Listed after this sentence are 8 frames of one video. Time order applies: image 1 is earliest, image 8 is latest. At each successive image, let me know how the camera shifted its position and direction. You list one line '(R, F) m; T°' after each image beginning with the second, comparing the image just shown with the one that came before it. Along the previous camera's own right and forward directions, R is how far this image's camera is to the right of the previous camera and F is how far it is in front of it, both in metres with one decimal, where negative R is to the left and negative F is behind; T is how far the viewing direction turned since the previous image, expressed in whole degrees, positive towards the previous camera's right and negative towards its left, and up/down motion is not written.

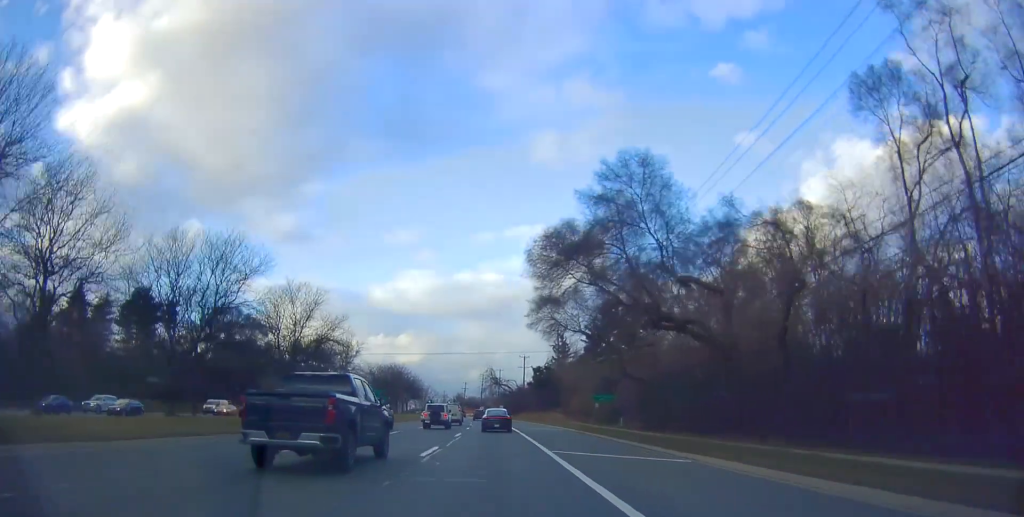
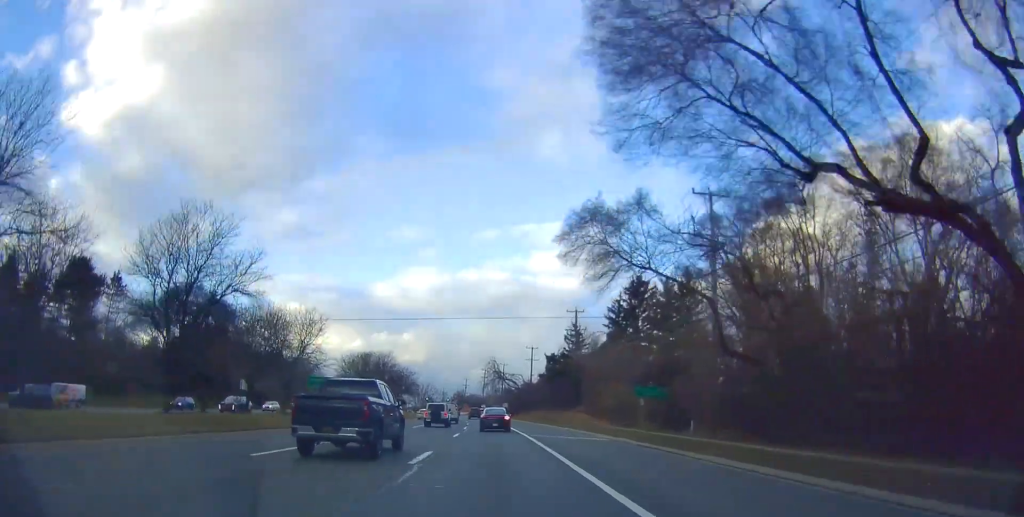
(+0.6, +17.8) m; +1°
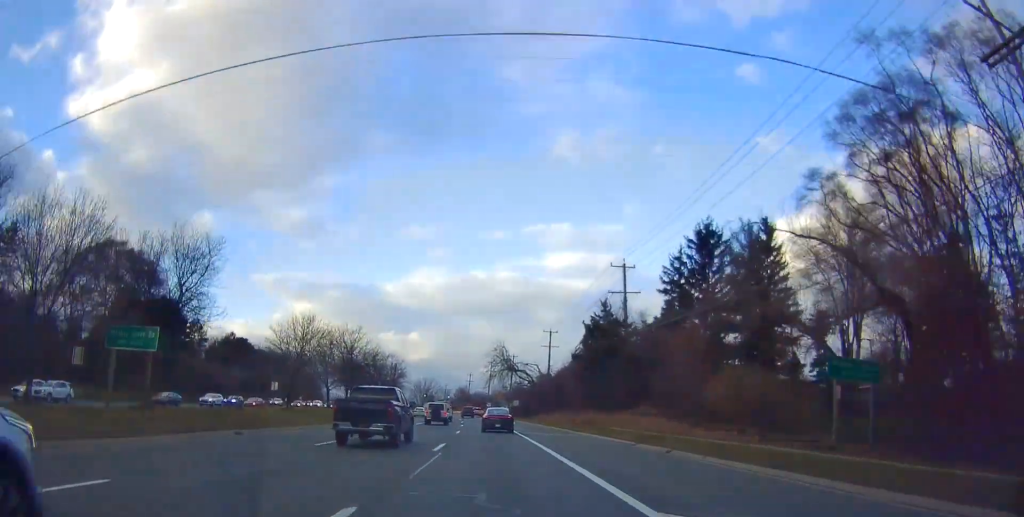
(-0.4, +25.7) m; -2°
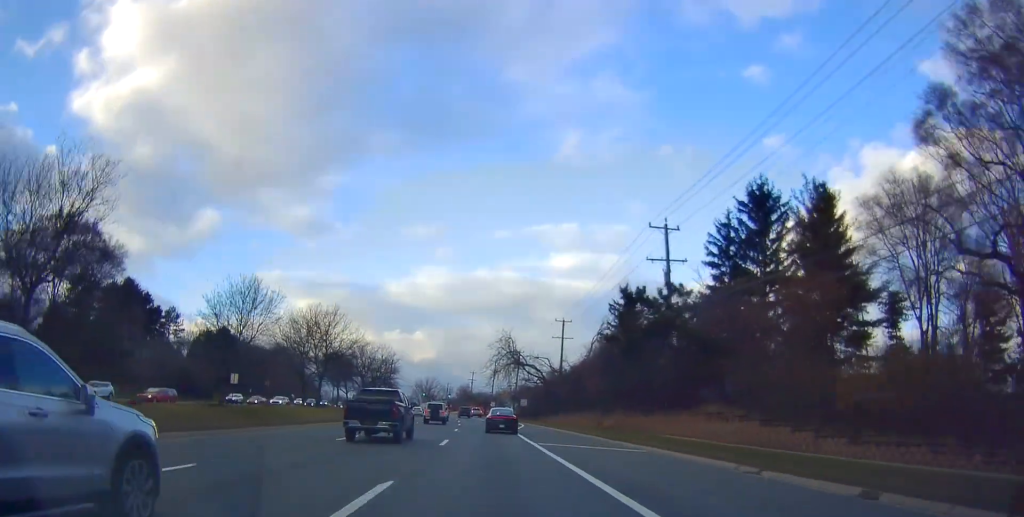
(-0.2, +12.5) m; -1°
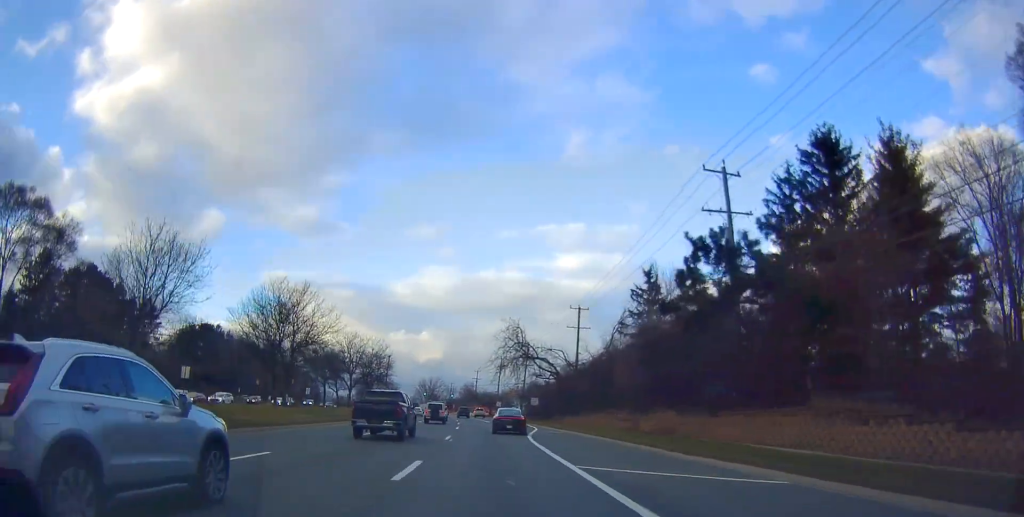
(-0.1, +11.0) m; -1°
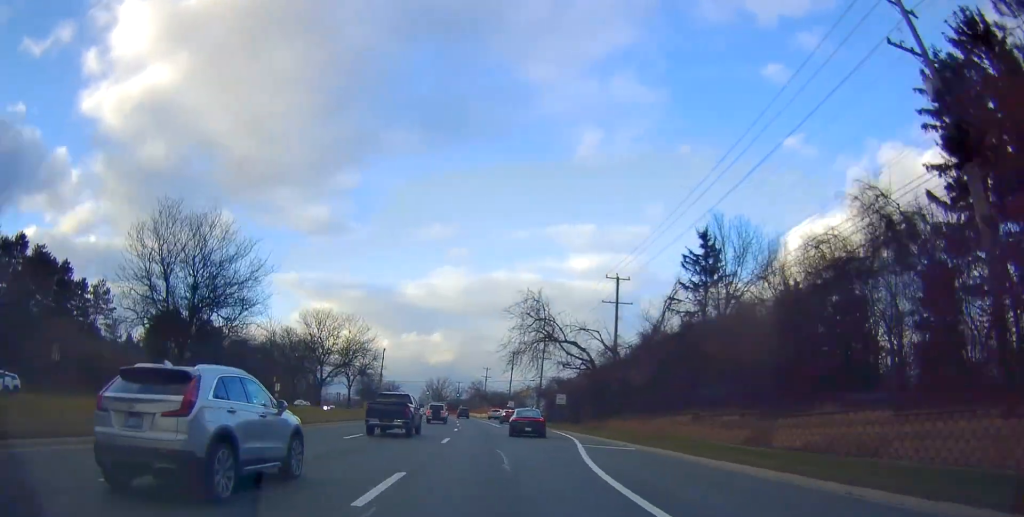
(0.0, +17.8) m; -1°
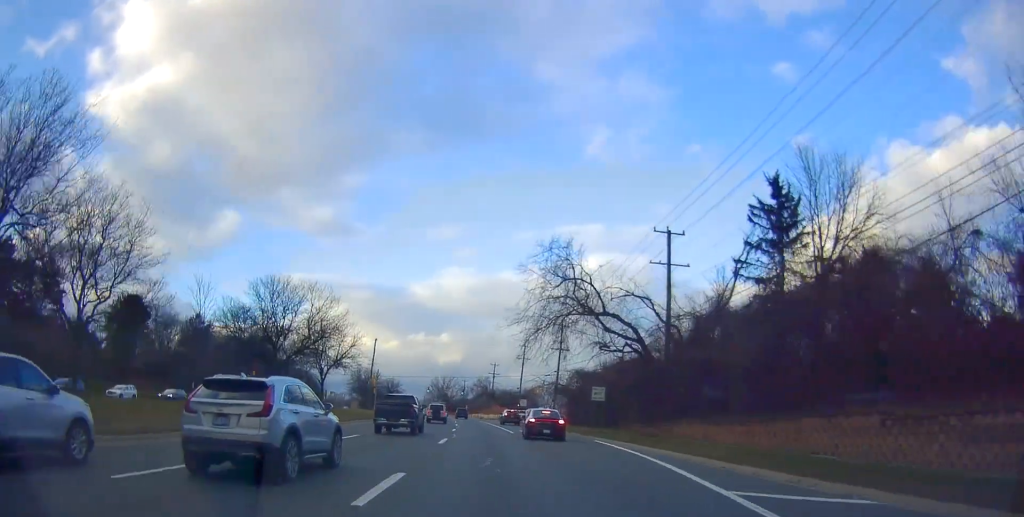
(-0.3, +15.0) m; -1°
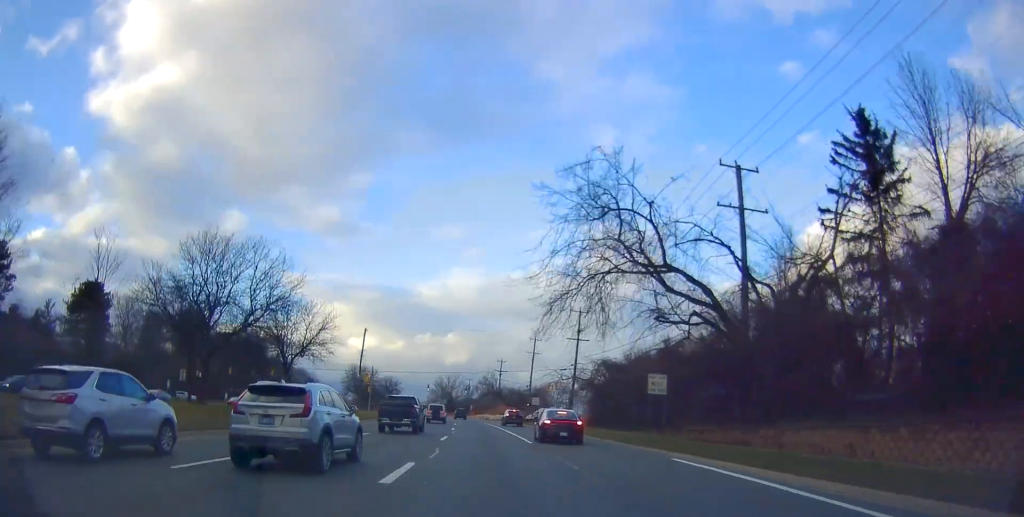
(0.0, +12.5) m; 0°
